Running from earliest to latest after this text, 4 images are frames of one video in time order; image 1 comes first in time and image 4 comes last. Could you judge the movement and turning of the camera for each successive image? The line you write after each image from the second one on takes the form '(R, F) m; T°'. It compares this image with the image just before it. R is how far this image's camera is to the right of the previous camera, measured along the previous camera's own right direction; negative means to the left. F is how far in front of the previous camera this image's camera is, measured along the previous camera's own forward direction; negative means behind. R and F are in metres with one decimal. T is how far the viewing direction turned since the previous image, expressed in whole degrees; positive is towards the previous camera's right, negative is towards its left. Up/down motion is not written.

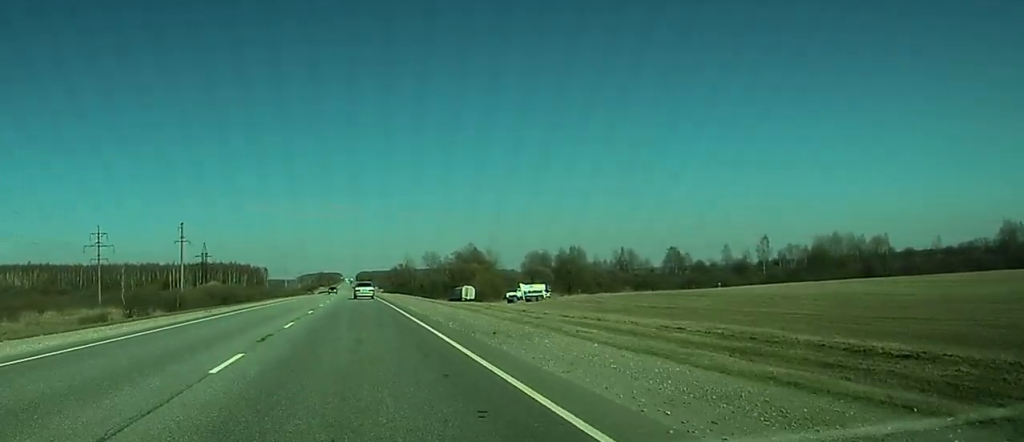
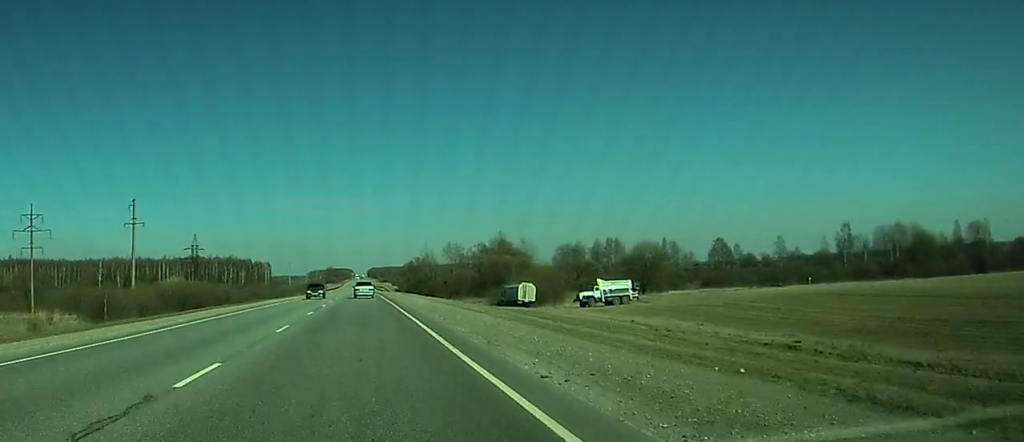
(+3.2, +47.8) m; 0°
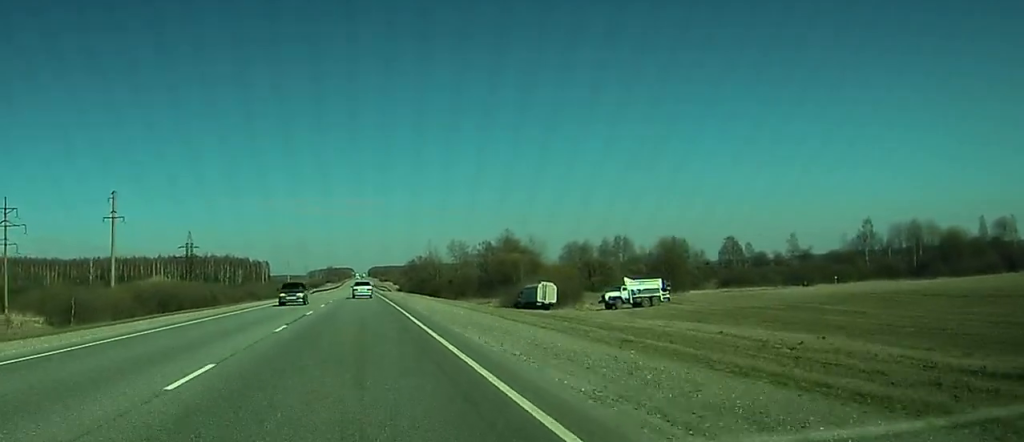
(-0.2, +11.3) m; -1°
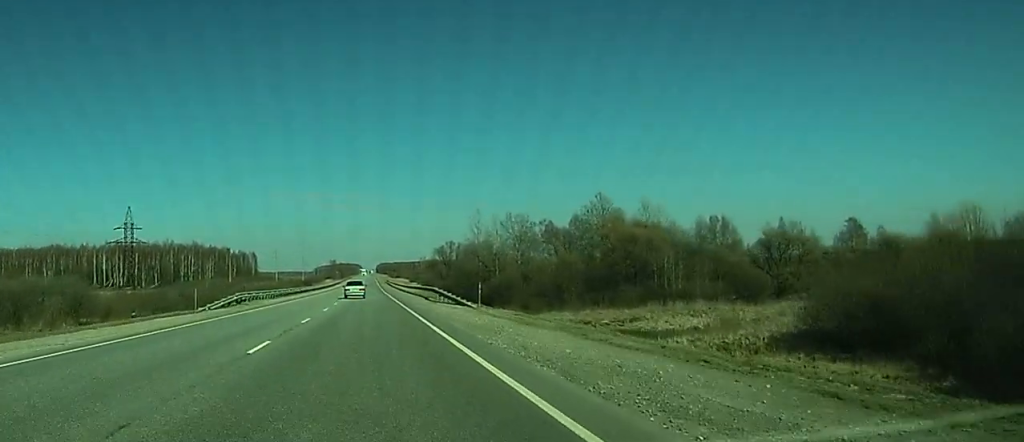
(-2.7, +99.7) m; -2°
